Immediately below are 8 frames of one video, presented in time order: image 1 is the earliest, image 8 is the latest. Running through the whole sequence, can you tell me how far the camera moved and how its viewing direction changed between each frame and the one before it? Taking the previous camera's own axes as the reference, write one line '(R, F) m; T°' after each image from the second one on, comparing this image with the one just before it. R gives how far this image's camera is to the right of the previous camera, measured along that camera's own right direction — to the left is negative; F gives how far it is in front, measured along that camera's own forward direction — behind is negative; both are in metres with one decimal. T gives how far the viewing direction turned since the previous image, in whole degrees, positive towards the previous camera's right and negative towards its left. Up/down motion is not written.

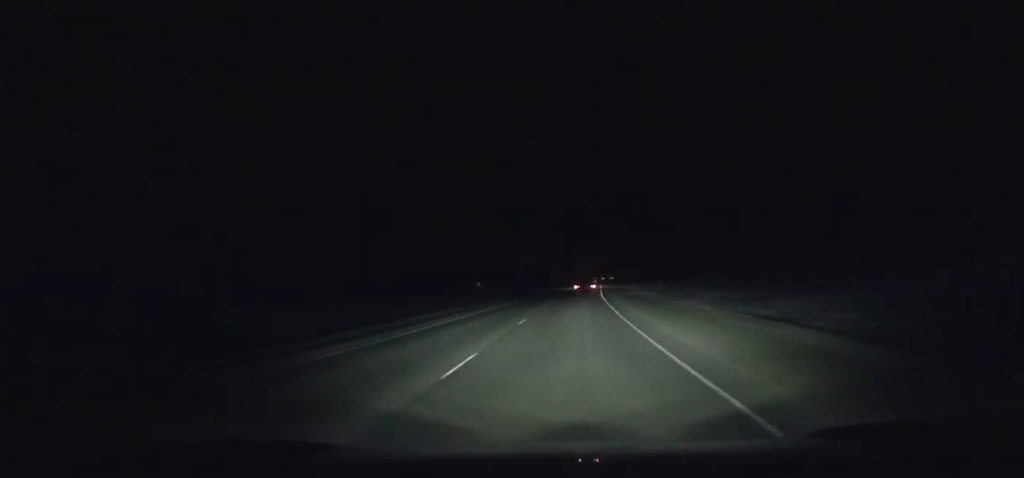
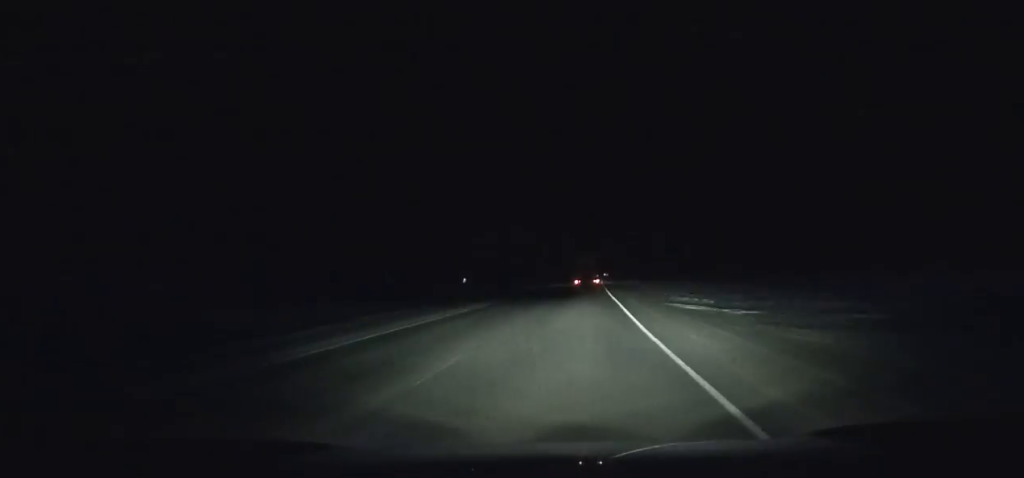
(-0.2, +36.6) m; +1°
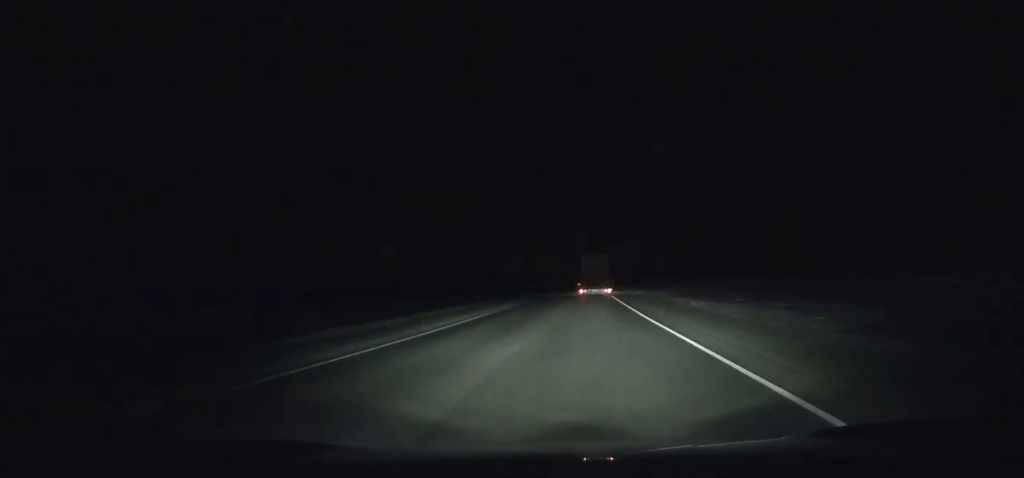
(+1.2, +68.9) m; +1°
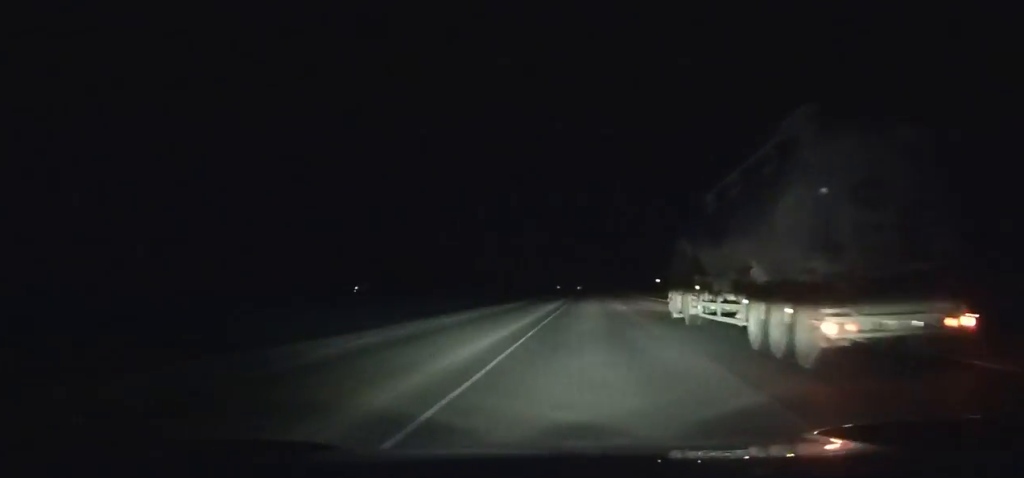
(+0.2, +147.4) m; +1°
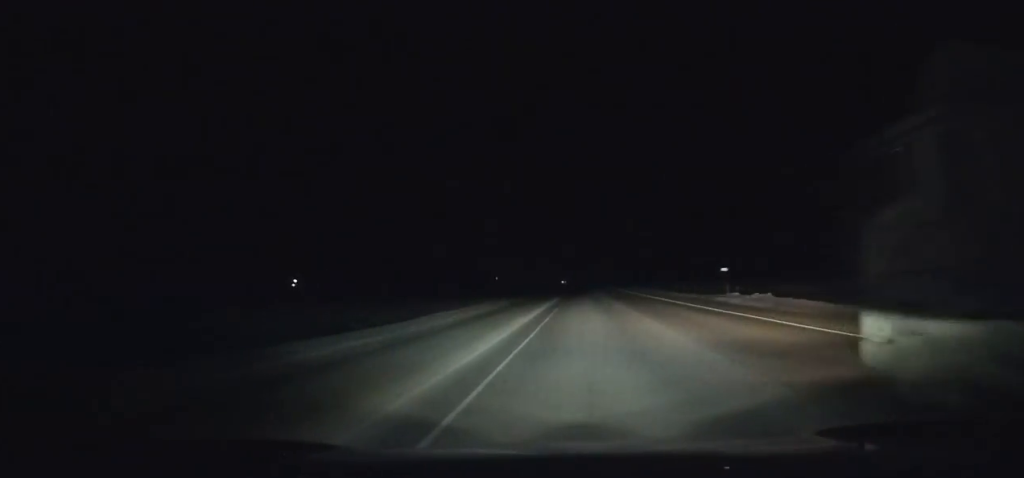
(+0.1, +47.4) m; +1°
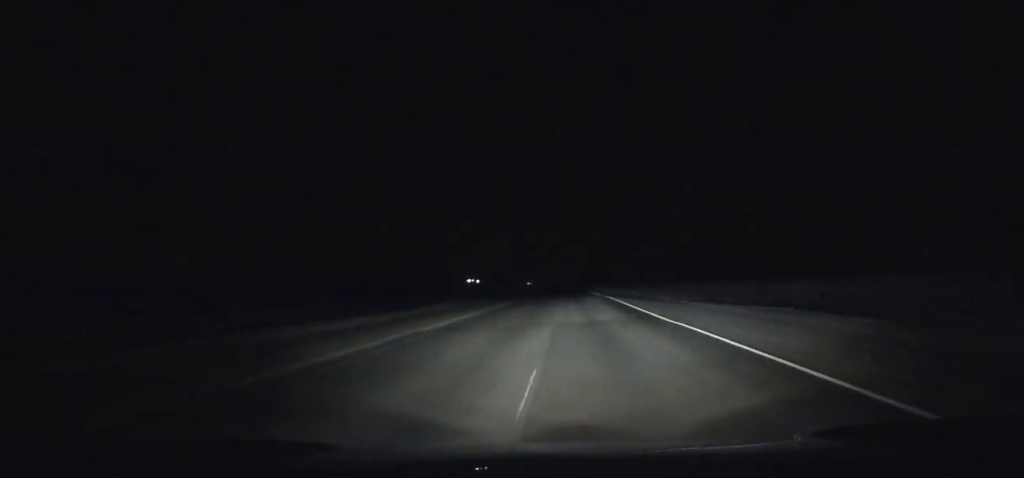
(+1.9, +118.3) m; +1°
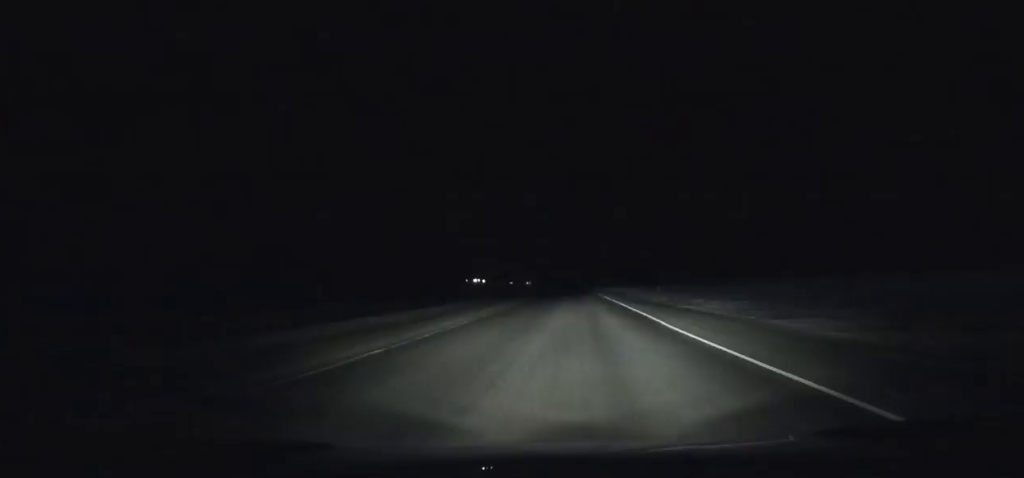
(-0.1, +50.5) m; 0°
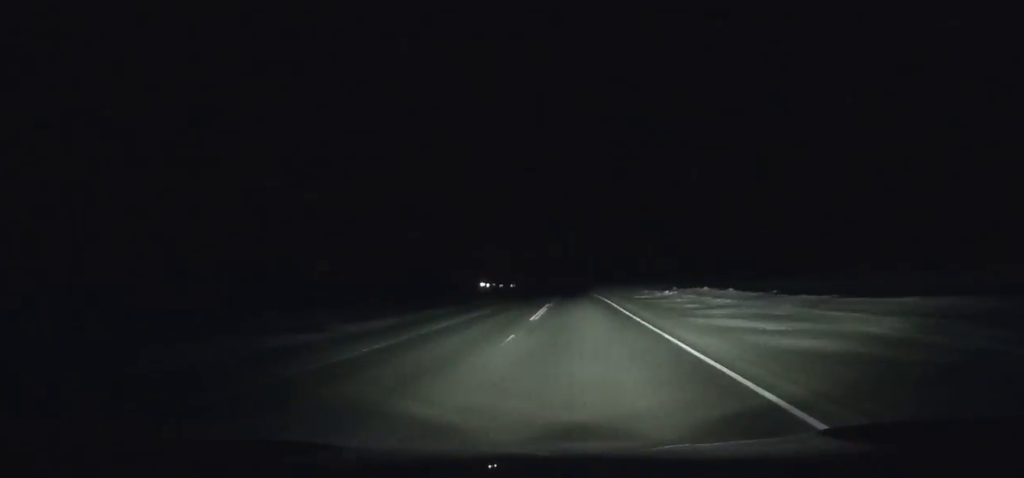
(+0.2, +147.6) m; -1°
